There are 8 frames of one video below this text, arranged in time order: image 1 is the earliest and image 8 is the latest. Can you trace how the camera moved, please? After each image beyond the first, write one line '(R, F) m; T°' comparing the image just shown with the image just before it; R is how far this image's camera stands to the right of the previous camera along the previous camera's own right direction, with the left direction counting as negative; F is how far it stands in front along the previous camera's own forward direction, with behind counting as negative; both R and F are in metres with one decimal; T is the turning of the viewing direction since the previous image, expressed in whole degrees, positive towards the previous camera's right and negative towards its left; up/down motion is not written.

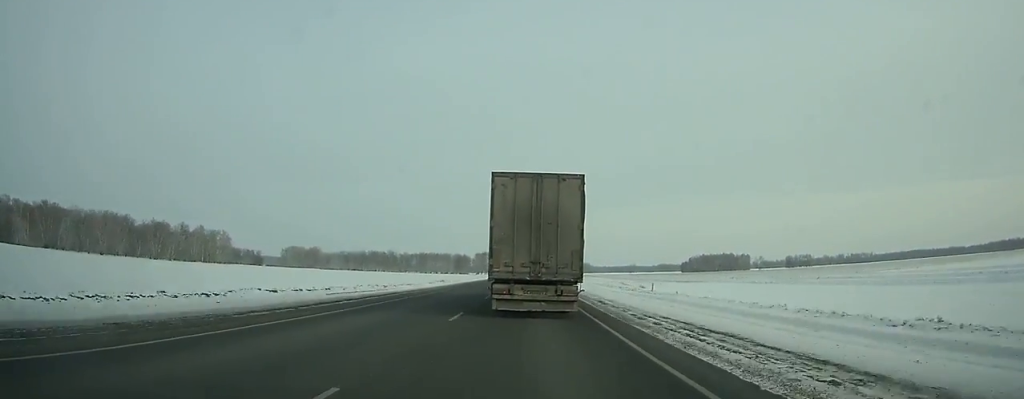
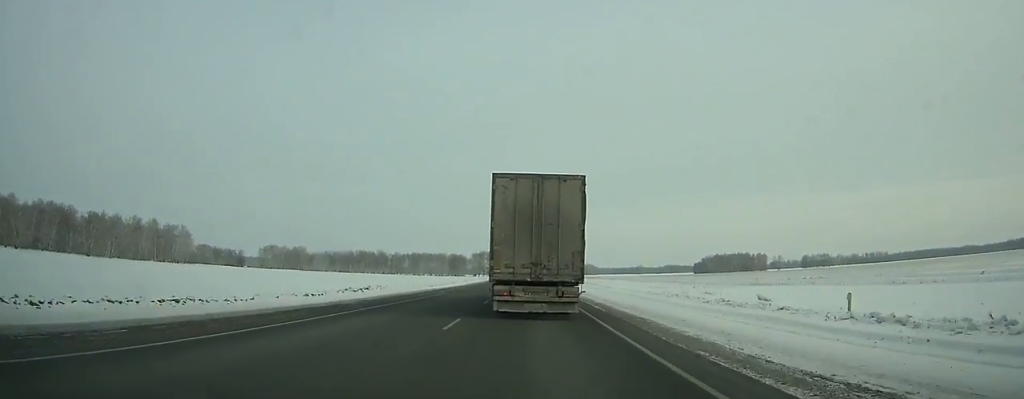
(0.0, +50.4) m; 0°
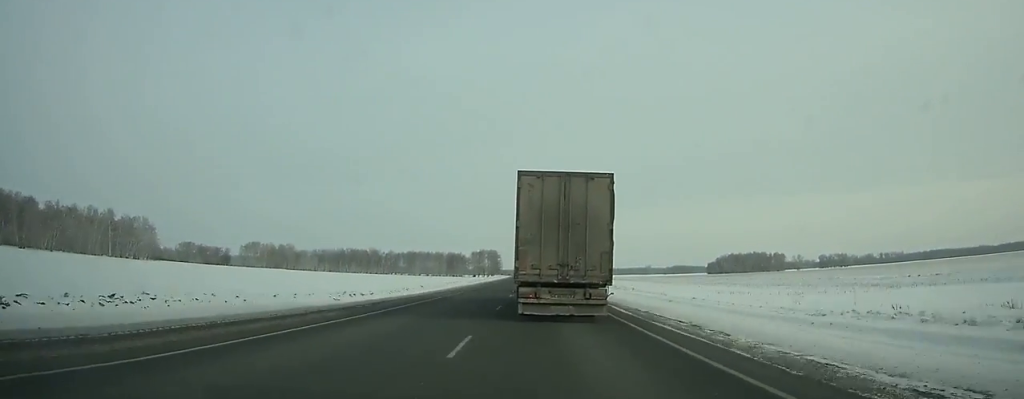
(-0.2, +40.0) m; 0°
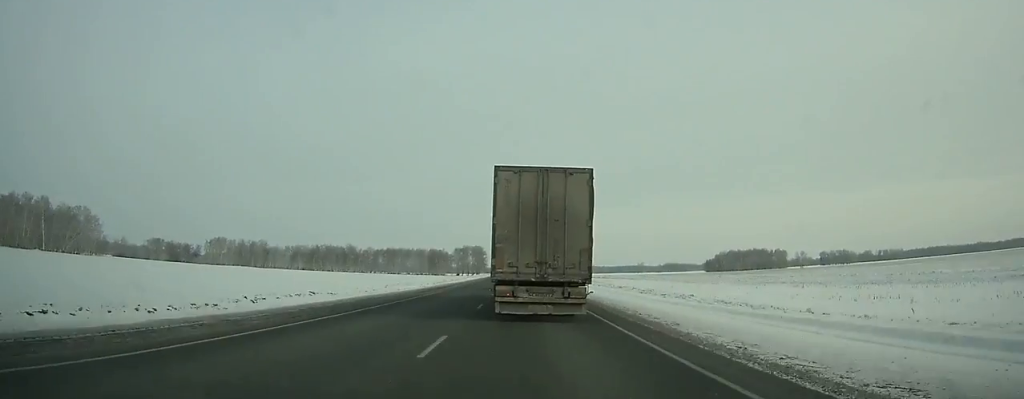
(+0.1, +36.1) m; 0°
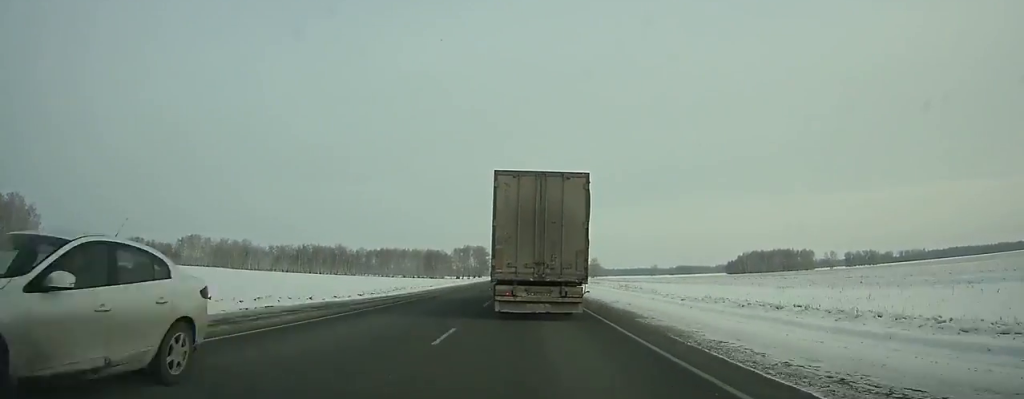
(0.0, +46.9) m; 0°
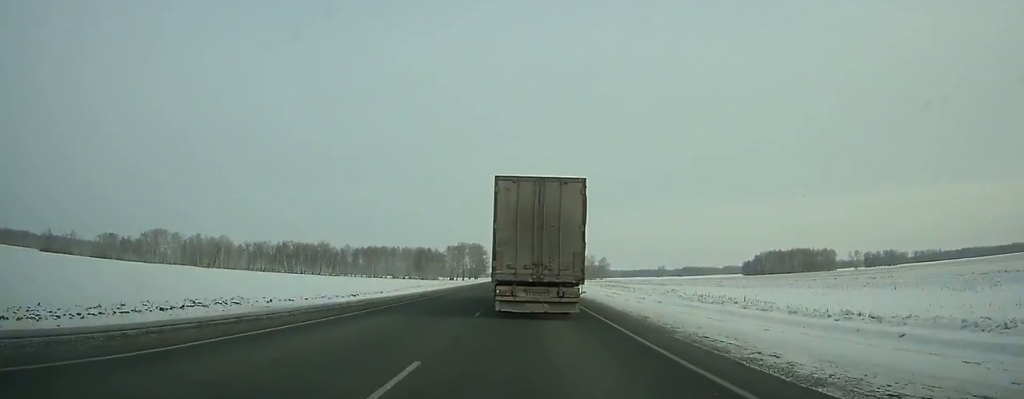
(-0.1, +40.8) m; 0°
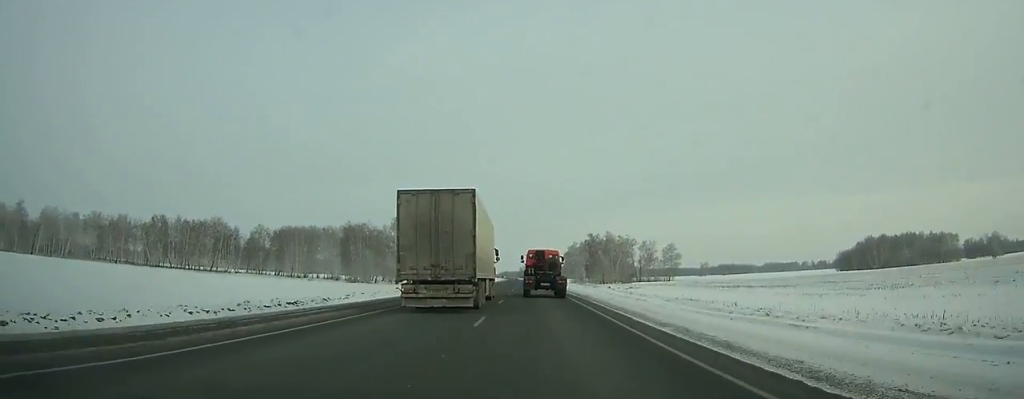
(-1.6, +163.5) m; -2°
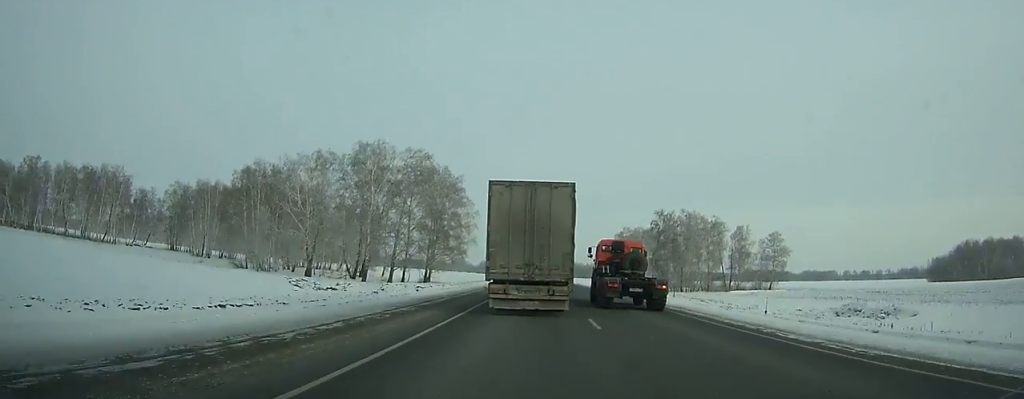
(-0.8, +83.7) m; 0°
